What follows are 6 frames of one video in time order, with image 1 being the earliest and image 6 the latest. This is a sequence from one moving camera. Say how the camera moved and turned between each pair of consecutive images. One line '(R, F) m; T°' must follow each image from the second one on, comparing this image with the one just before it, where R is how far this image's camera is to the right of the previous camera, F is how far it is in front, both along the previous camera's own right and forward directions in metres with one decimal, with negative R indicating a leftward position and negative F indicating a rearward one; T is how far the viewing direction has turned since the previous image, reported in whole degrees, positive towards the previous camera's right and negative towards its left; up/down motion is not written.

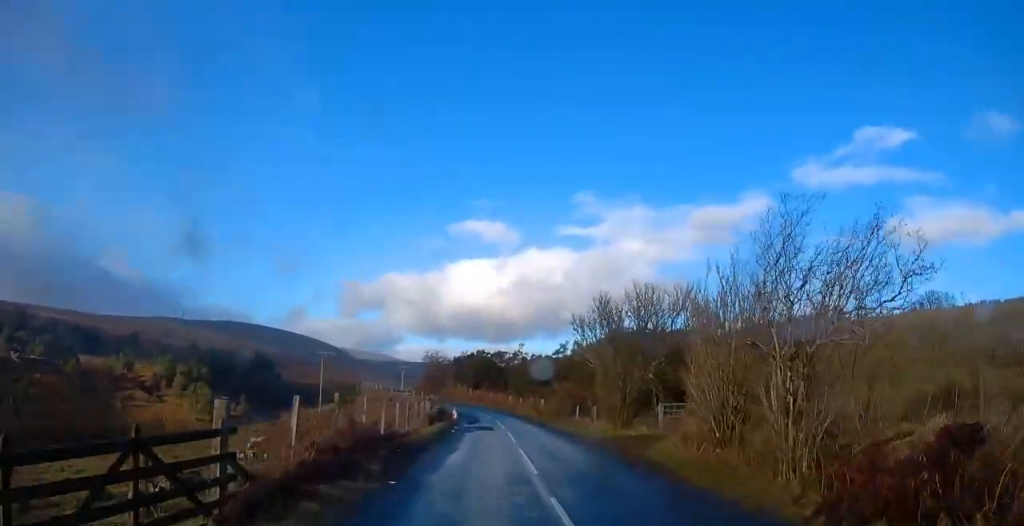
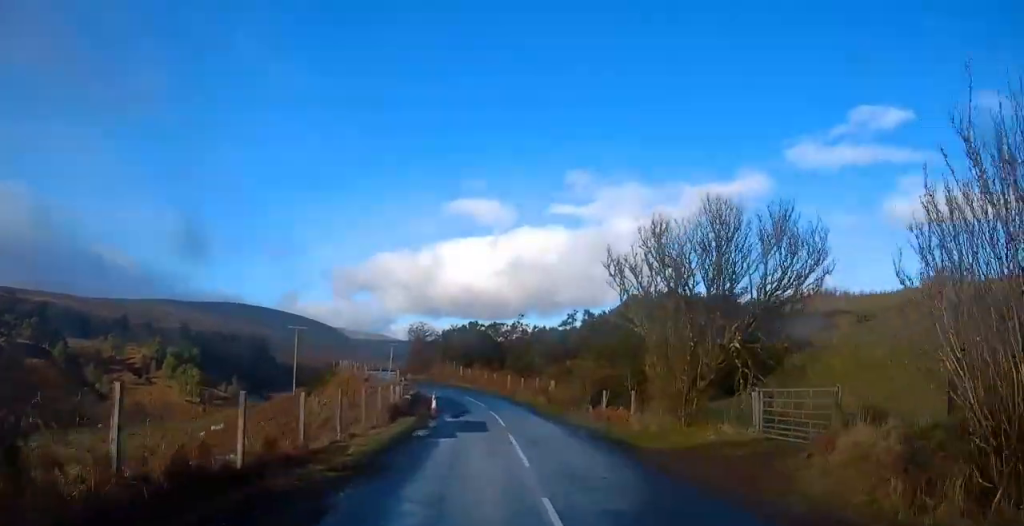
(0.0, +10.3) m; 0°
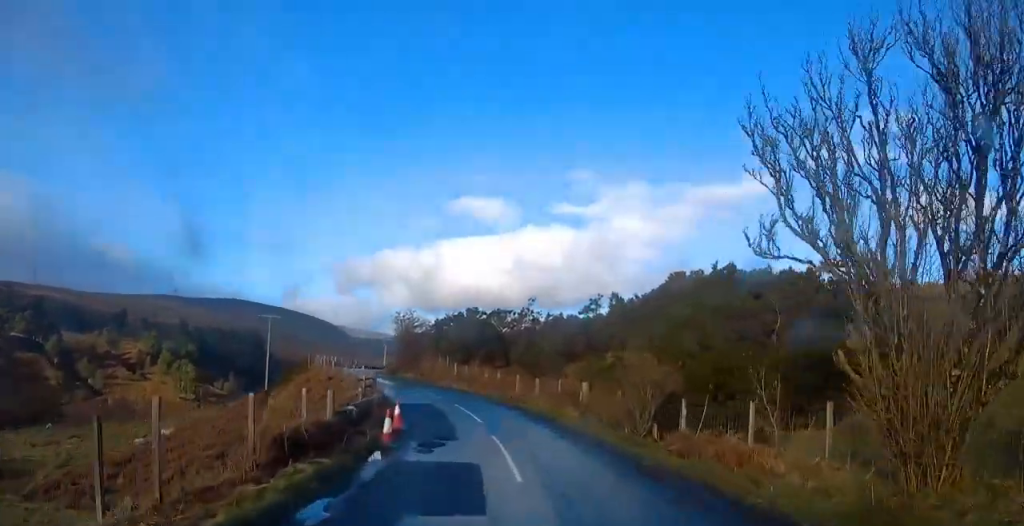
(+0.1, +11.6) m; -1°
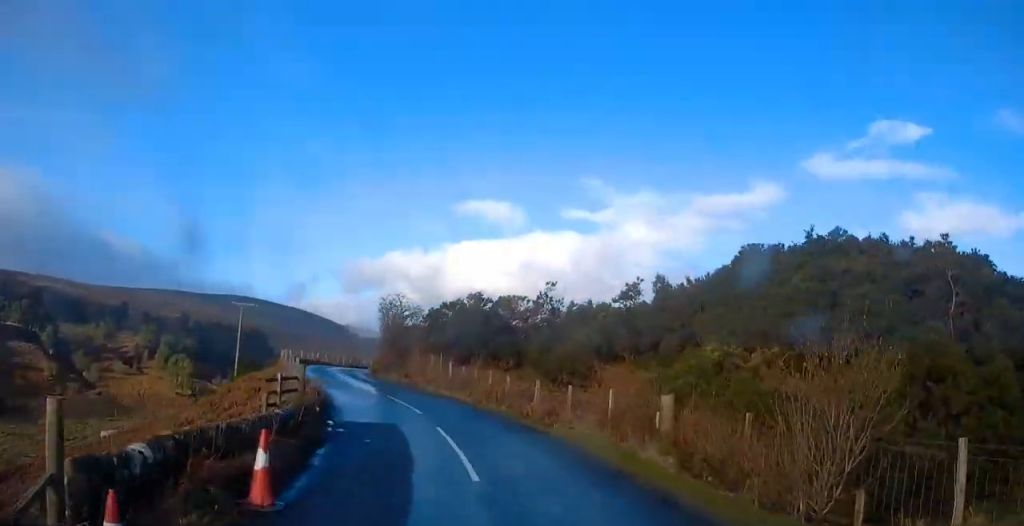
(-0.1, +10.3) m; -3°
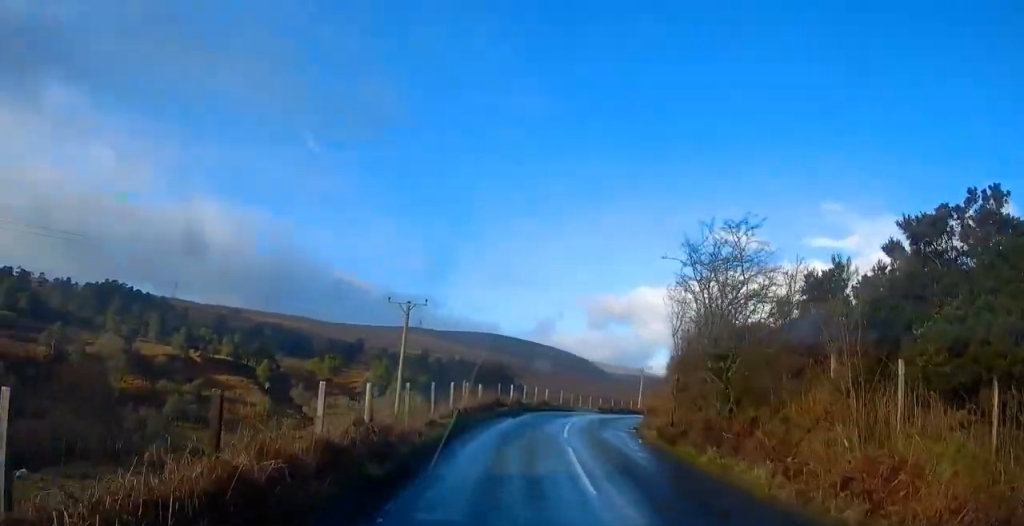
(-3.7, +25.7) m; -16°
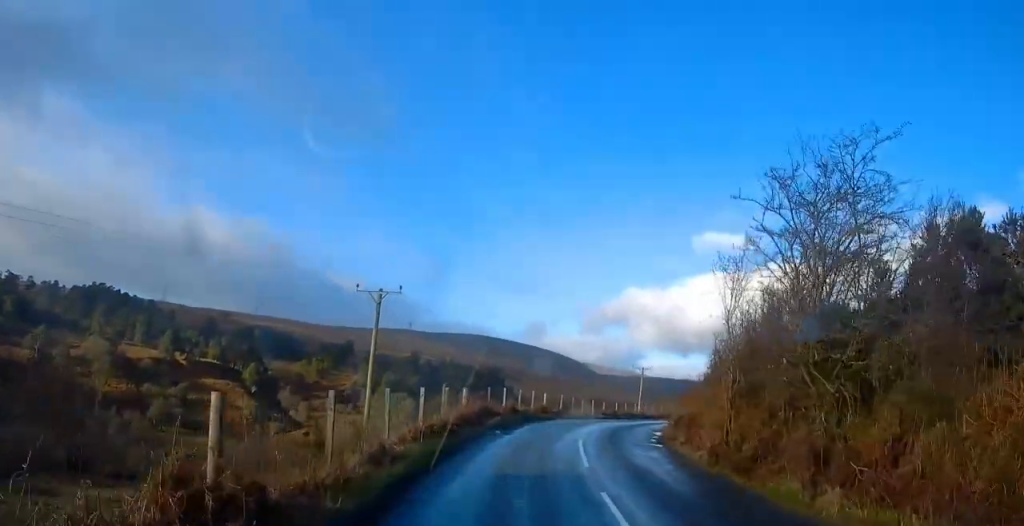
(-0.2, +5.5) m; -1°
